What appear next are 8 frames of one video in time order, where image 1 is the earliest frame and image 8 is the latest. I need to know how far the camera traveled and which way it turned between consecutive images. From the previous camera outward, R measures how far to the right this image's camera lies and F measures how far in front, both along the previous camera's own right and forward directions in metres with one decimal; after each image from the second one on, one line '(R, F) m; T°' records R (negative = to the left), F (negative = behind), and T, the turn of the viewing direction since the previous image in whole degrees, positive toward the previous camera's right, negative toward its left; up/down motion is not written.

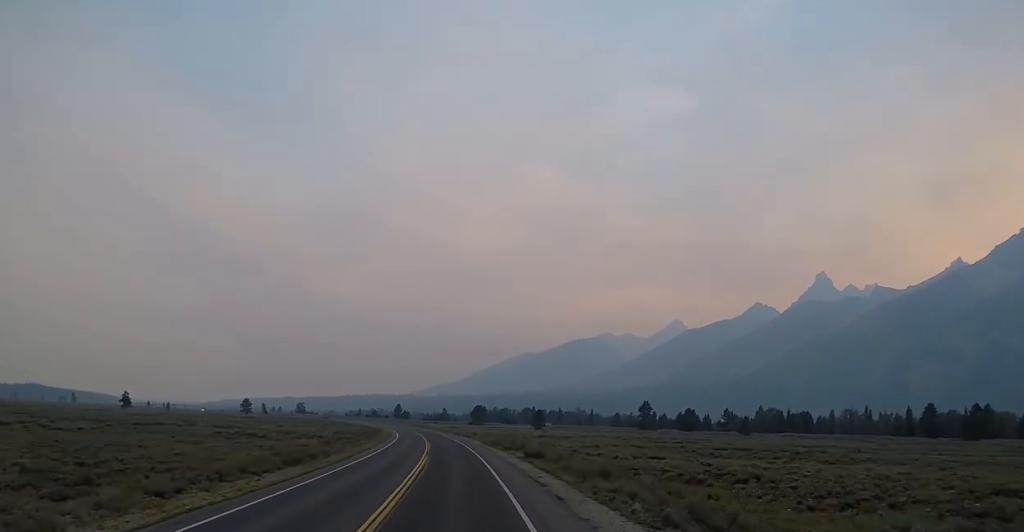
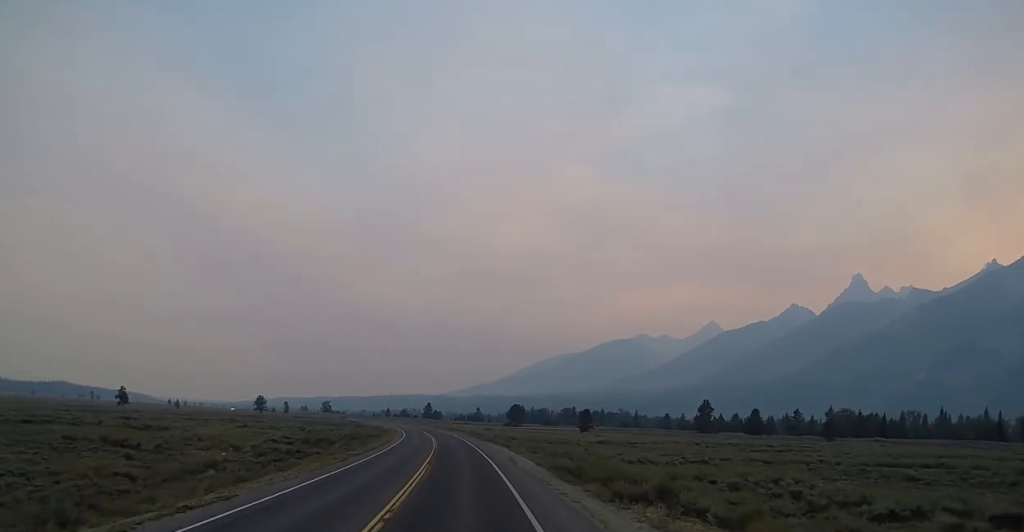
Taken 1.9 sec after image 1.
(-1.2, +36.6) m; -2°
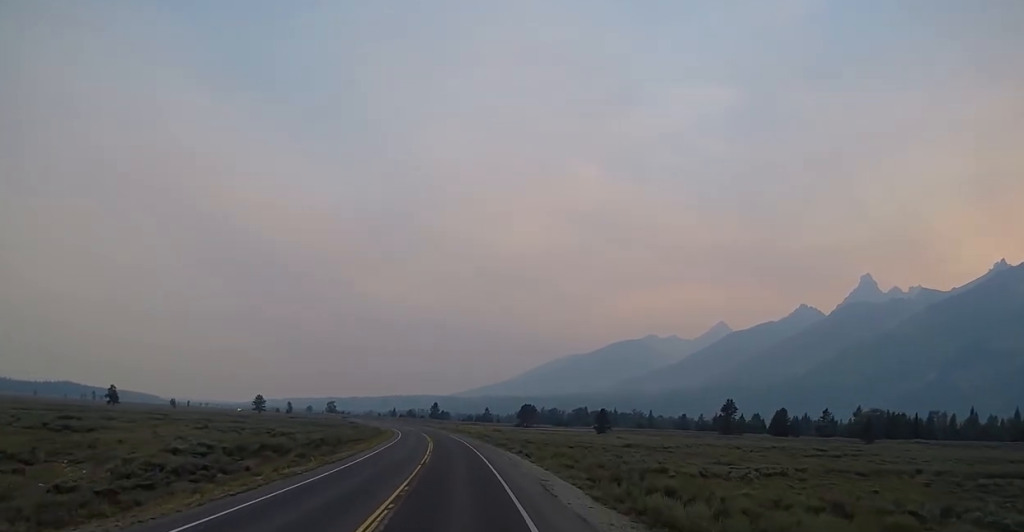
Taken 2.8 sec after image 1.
(0.0, +16.6) m; -1°
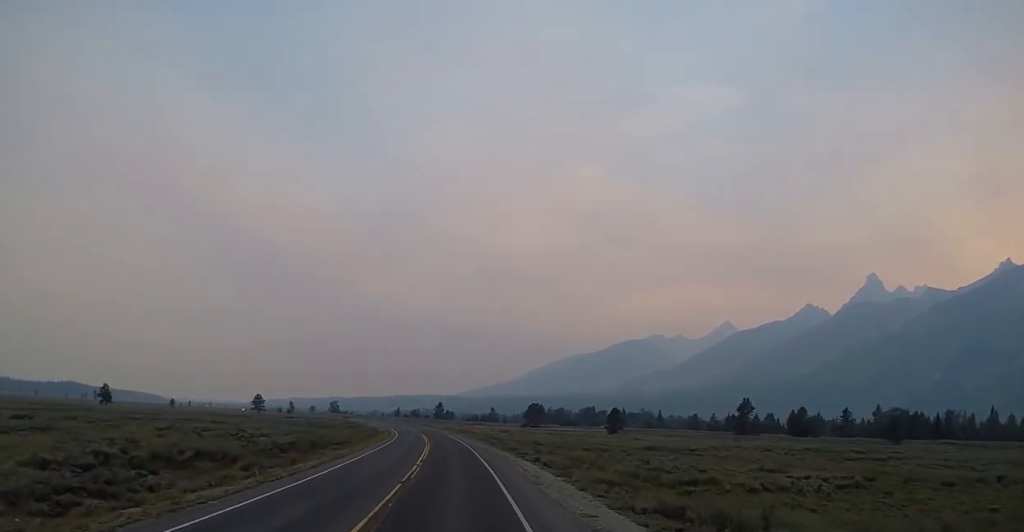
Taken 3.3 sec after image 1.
(+0.2, +10.1) m; 0°
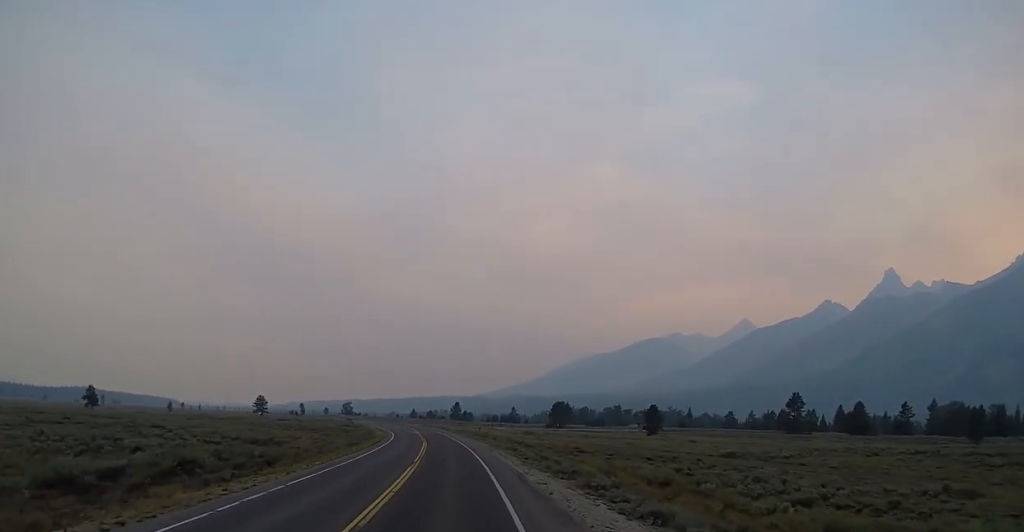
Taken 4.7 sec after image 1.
(-0.6, +24.3) m; -2°
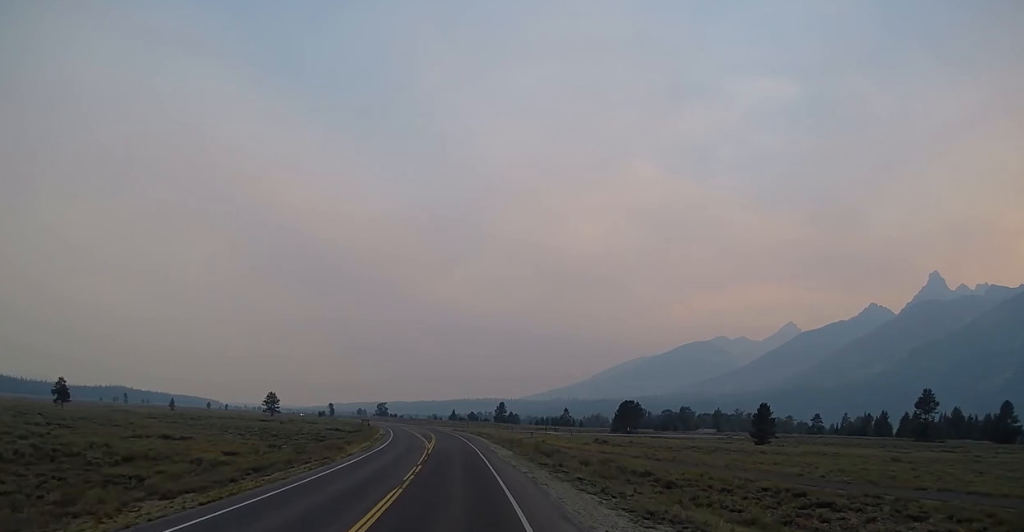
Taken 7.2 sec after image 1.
(-1.8, +48.1) m; -4°
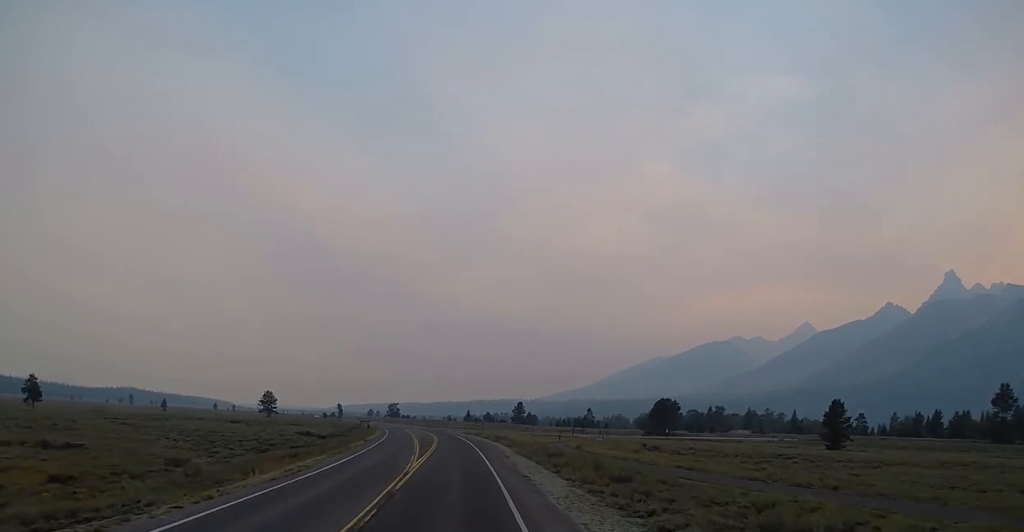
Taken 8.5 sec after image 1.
(-0.1, +23.8) m; 0°
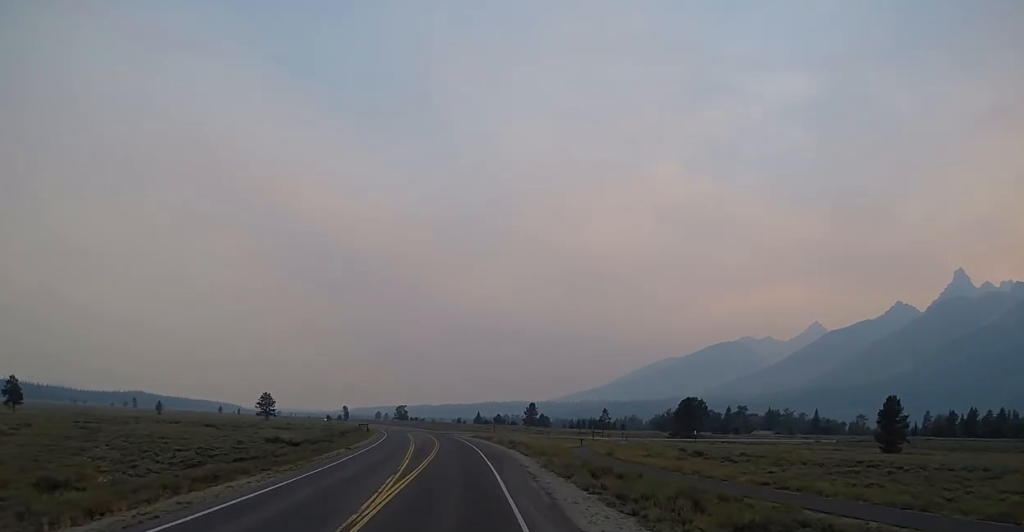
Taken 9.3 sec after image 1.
(0.0, +13.5) m; -1°
